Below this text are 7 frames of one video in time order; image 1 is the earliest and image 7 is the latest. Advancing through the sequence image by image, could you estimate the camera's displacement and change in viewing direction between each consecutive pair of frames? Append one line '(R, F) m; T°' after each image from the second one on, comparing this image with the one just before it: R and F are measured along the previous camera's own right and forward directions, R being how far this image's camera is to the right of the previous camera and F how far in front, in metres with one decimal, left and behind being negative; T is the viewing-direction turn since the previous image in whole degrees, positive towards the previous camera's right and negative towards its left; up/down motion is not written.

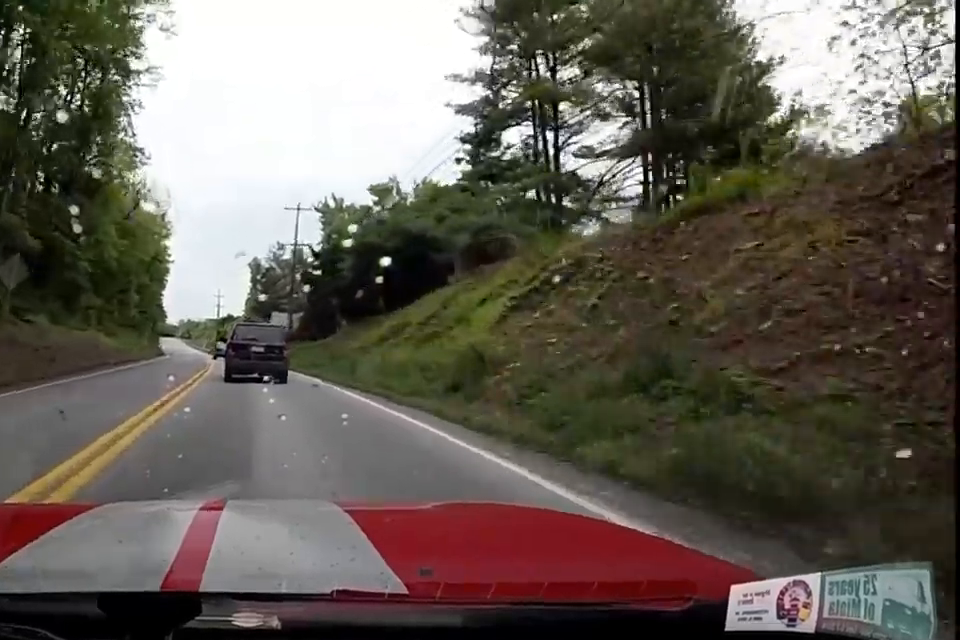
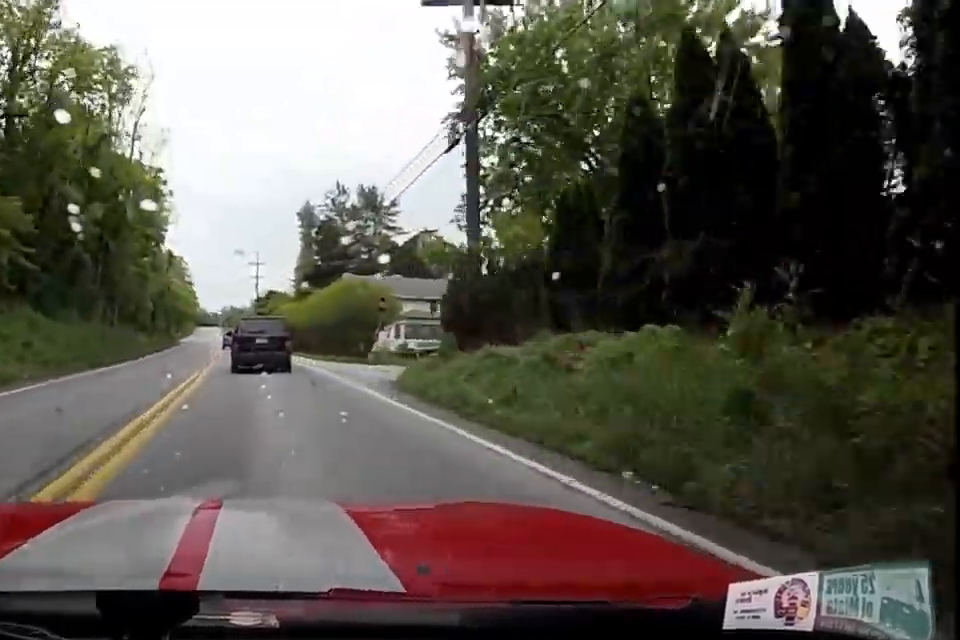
(0.0, +37.2) m; +9°
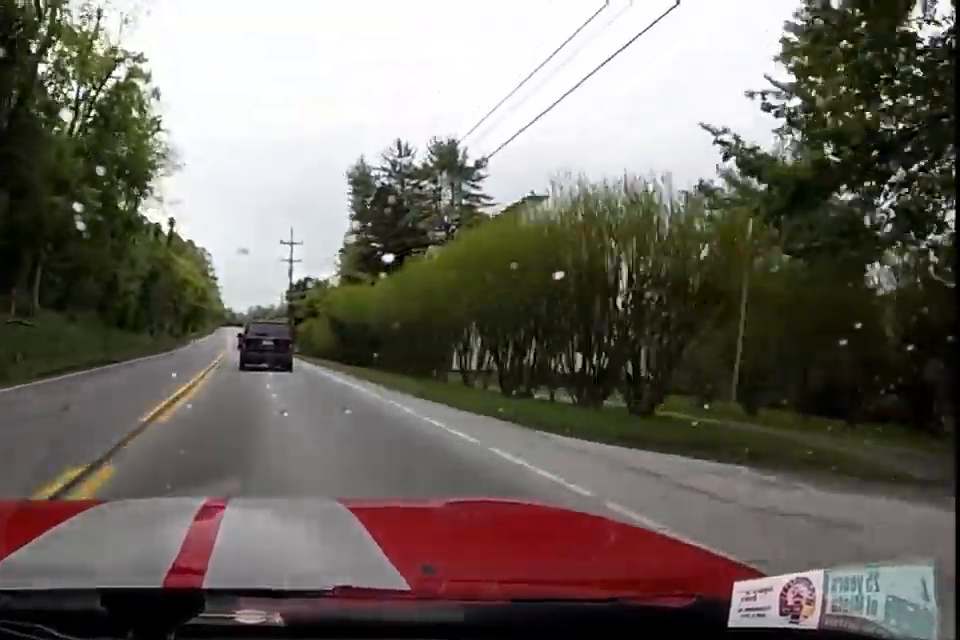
(+4.2, +20.2) m; +21°
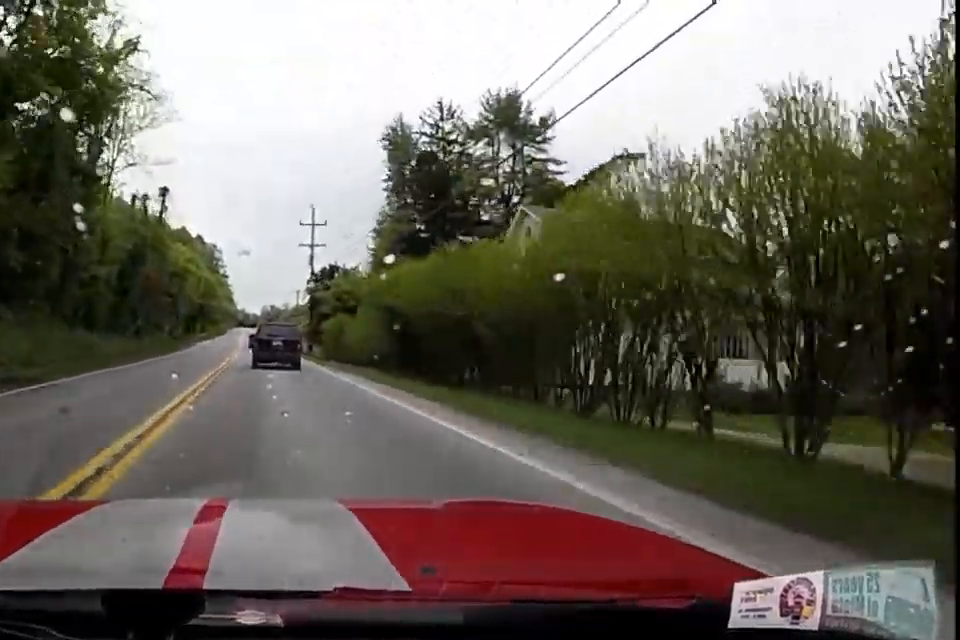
(+1.3, +13.7) m; +3°
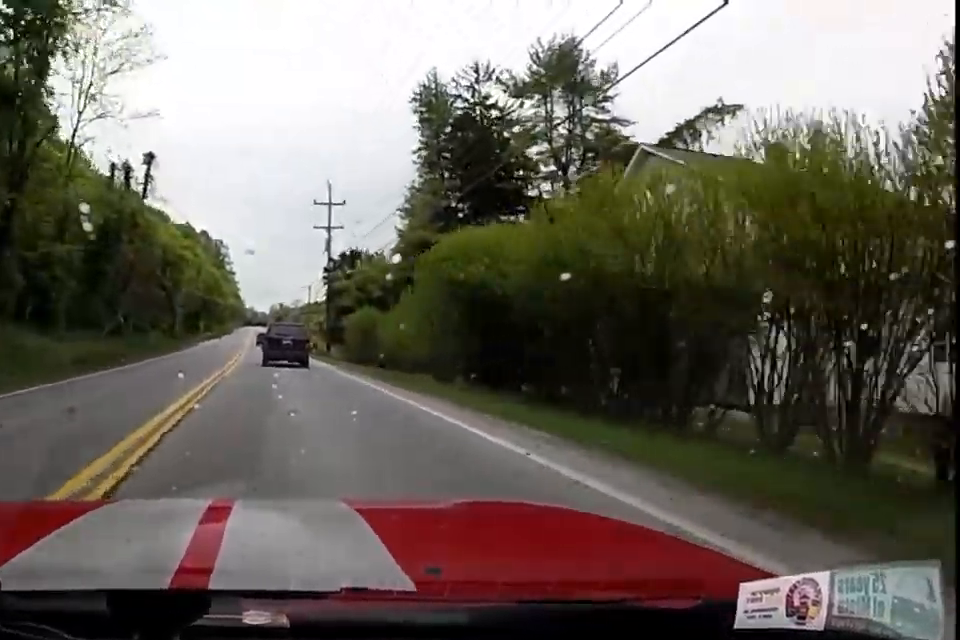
(+0.6, +10.5) m; -3°
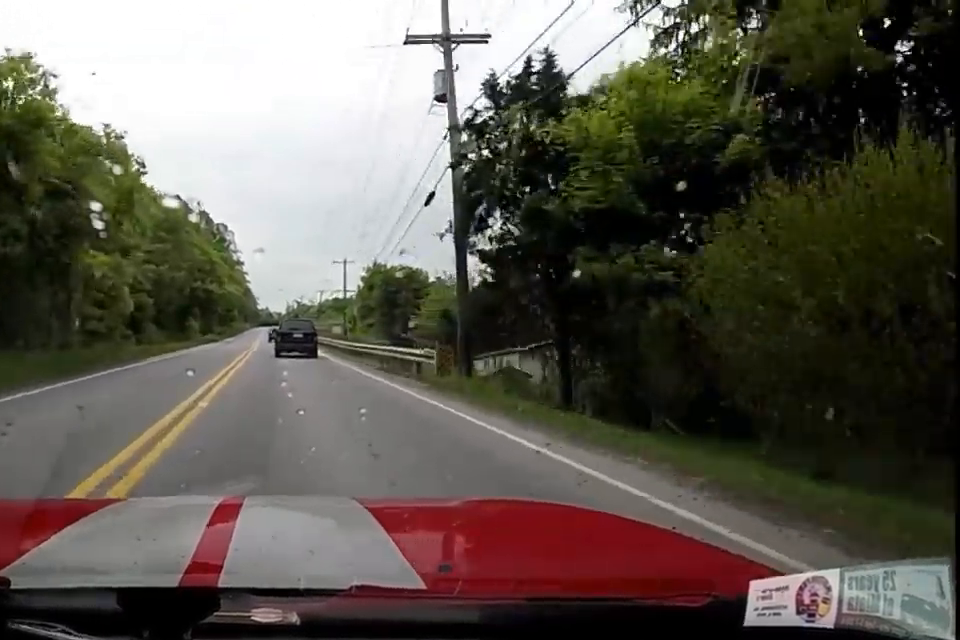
(-6.1, +34.4) m; -15°
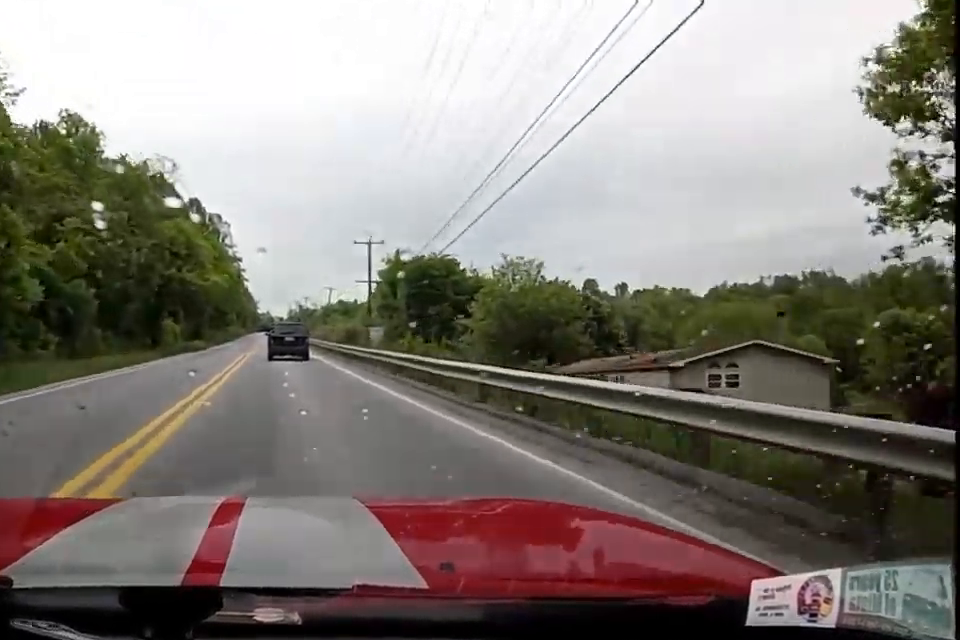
(-0.5, +19.2) m; -1°
